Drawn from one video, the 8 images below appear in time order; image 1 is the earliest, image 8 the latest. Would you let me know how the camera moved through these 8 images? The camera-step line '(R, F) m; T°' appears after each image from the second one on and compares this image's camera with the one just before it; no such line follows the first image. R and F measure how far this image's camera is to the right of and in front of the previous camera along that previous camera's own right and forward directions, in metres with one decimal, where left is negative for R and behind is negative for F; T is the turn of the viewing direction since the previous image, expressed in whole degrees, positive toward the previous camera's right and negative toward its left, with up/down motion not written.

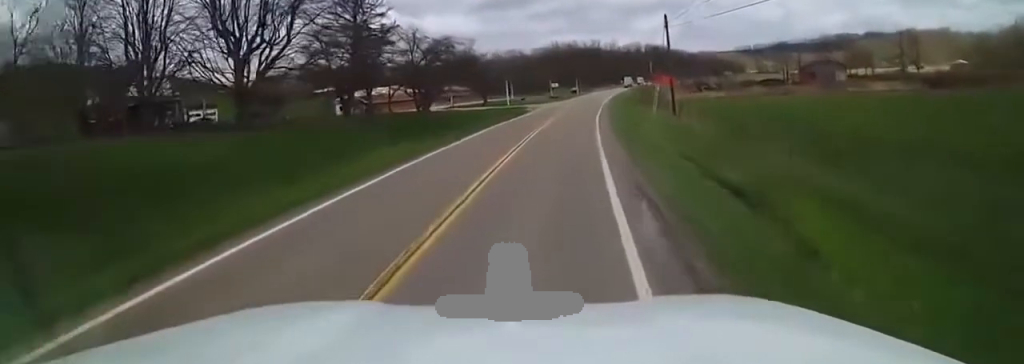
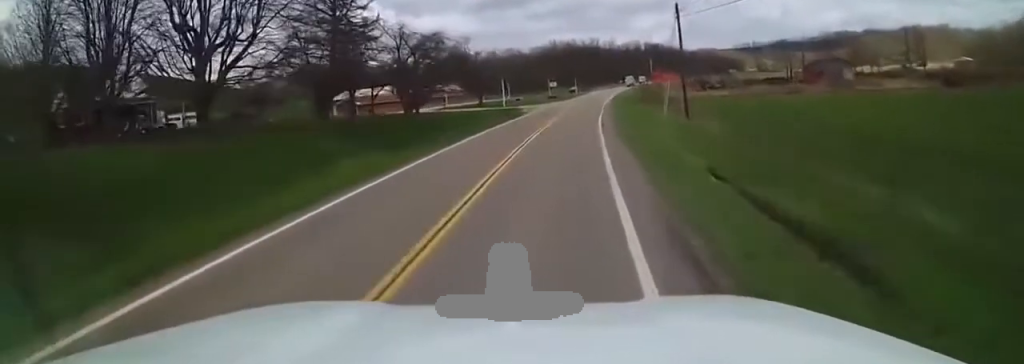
(0.0, +4.2) m; 0°
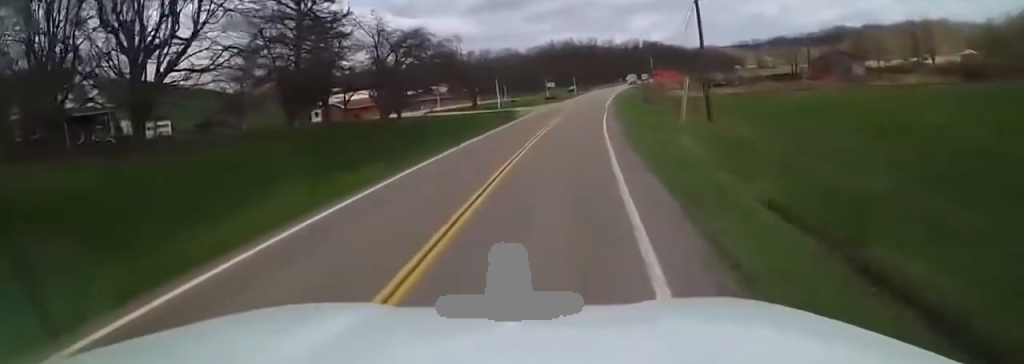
(-0.1, +6.0) m; 0°
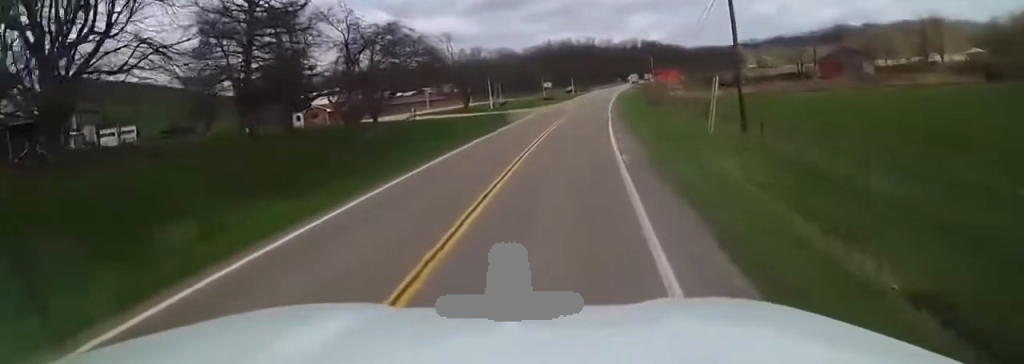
(0.0, +6.1) m; 0°
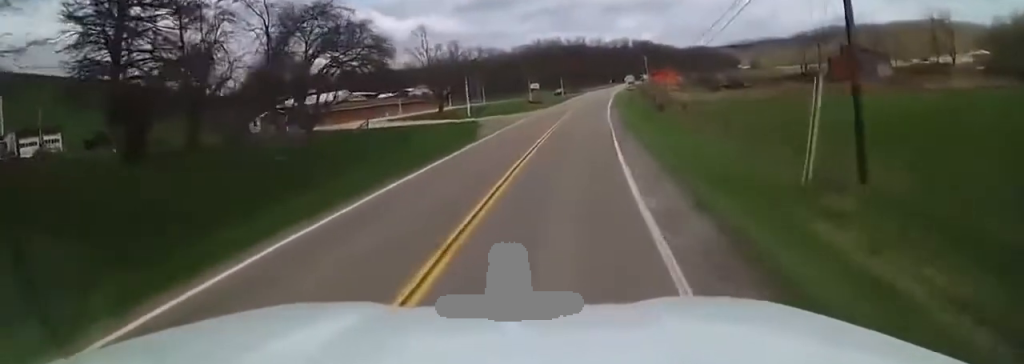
(+0.2, +10.4) m; +1°
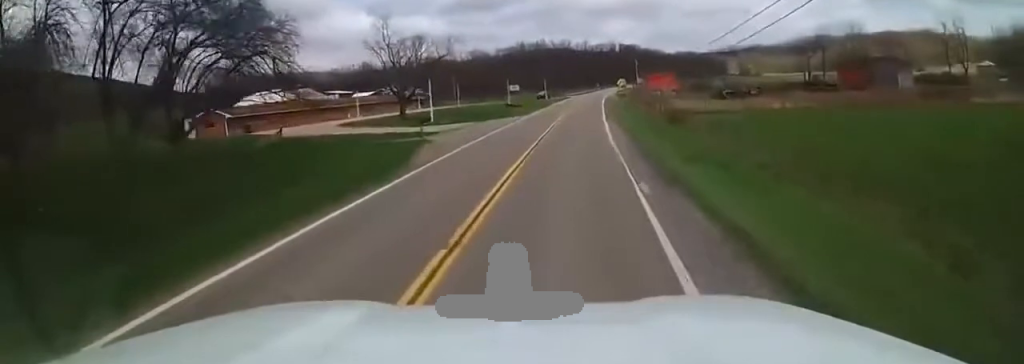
(0.0, +11.5) m; 0°
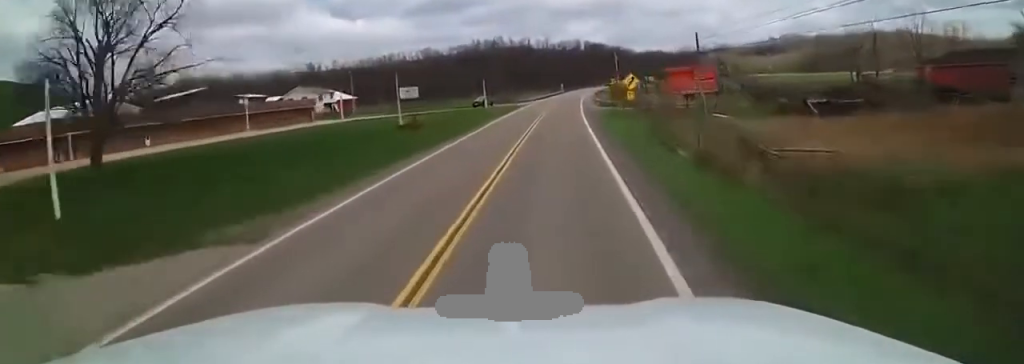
(+2.6, +43.0) m; +5°
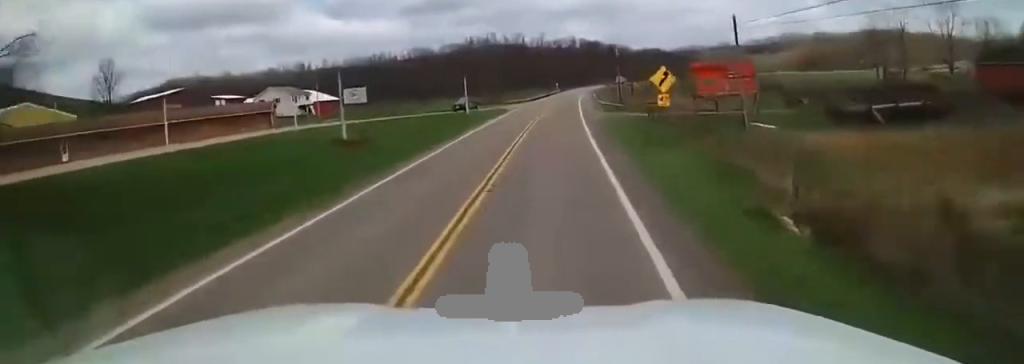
(+0.1, +10.9) m; +2°
